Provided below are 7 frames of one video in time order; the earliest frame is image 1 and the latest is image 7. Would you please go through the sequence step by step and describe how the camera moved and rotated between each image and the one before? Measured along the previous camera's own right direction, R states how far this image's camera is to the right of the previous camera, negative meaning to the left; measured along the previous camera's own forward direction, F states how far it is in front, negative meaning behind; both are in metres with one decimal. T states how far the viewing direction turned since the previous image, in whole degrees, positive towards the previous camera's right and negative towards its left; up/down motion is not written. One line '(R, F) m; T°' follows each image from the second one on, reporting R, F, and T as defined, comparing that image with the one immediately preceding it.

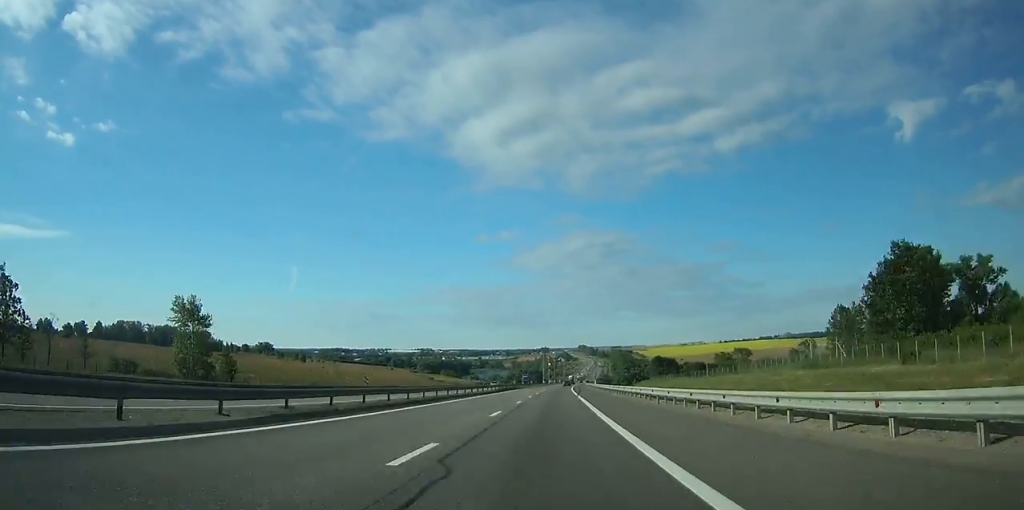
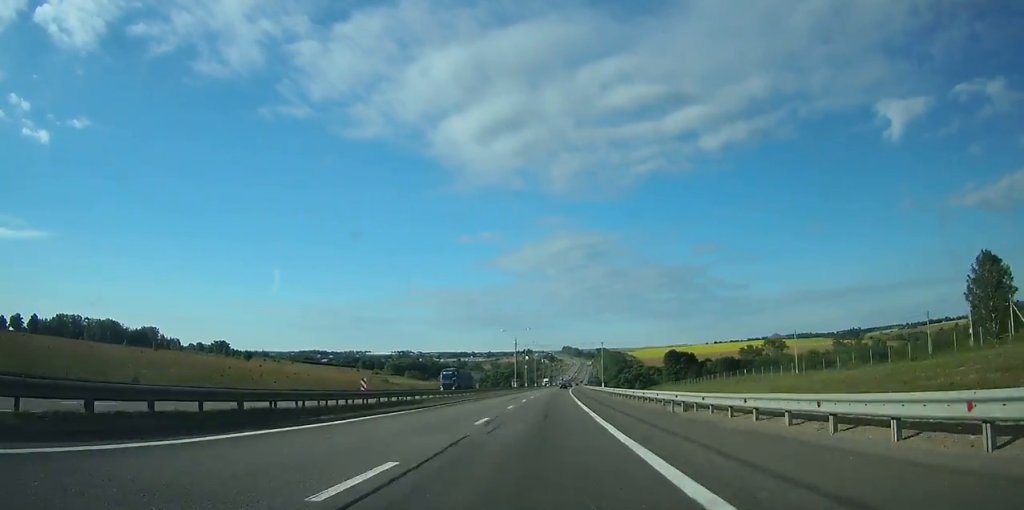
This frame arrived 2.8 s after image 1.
(+1.3, +76.4) m; +2°
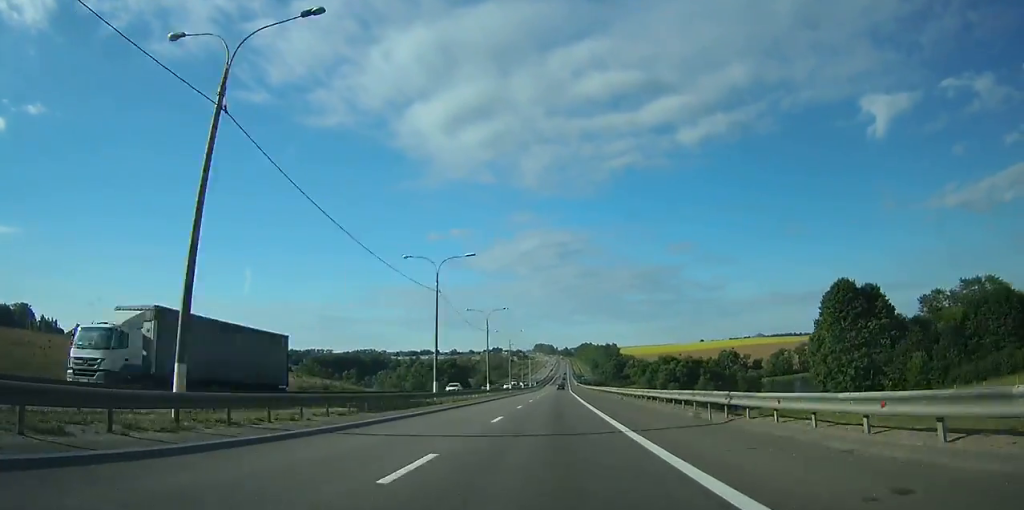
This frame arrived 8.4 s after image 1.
(+4.1, +154.3) m; +3°
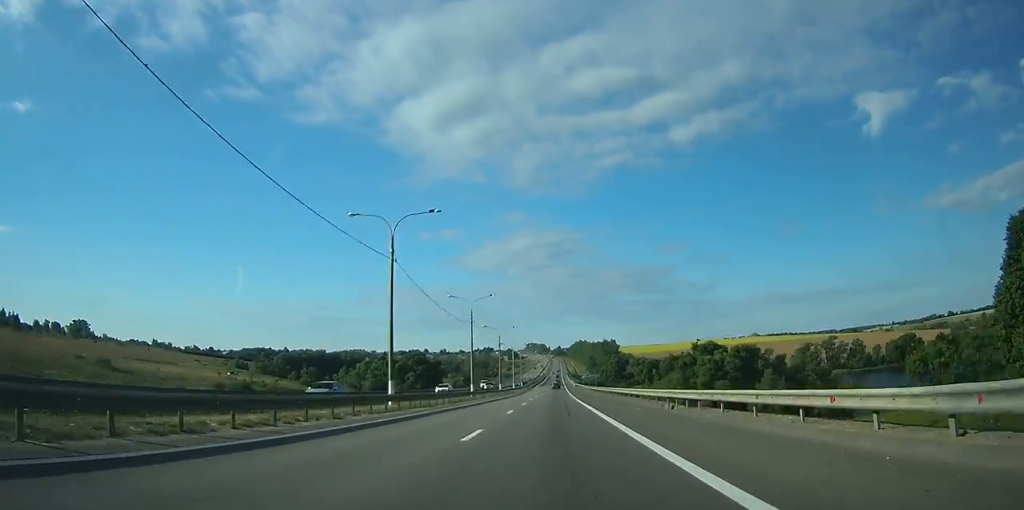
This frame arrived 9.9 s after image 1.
(+0.3, +41.0) m; 0°
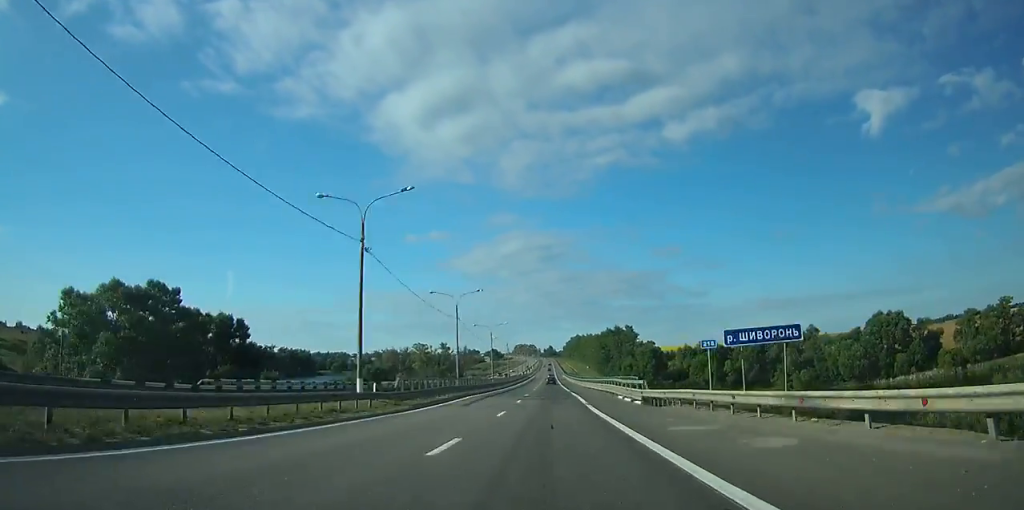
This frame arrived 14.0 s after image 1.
(+0.7, +118.9) m; 0°
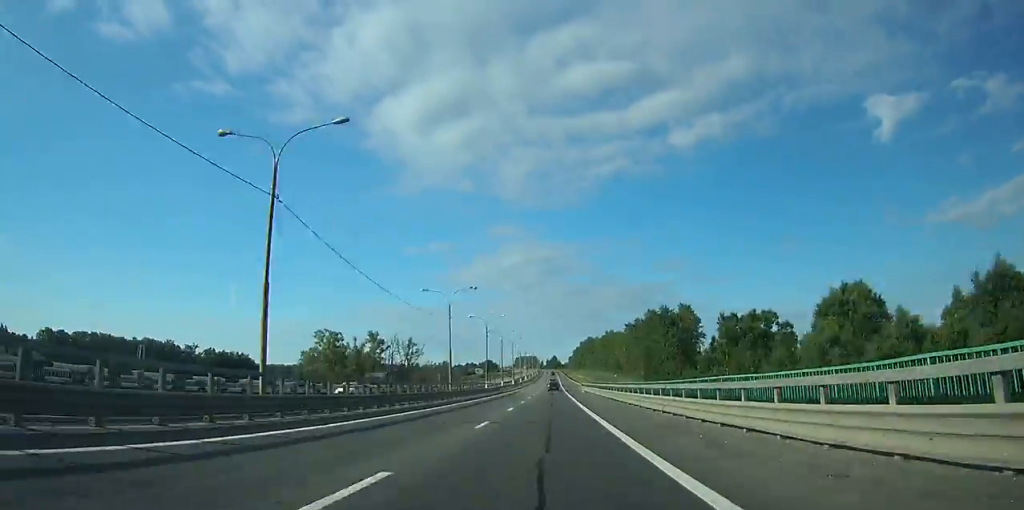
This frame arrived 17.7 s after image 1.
(+0.1, +119.2) m; 0°
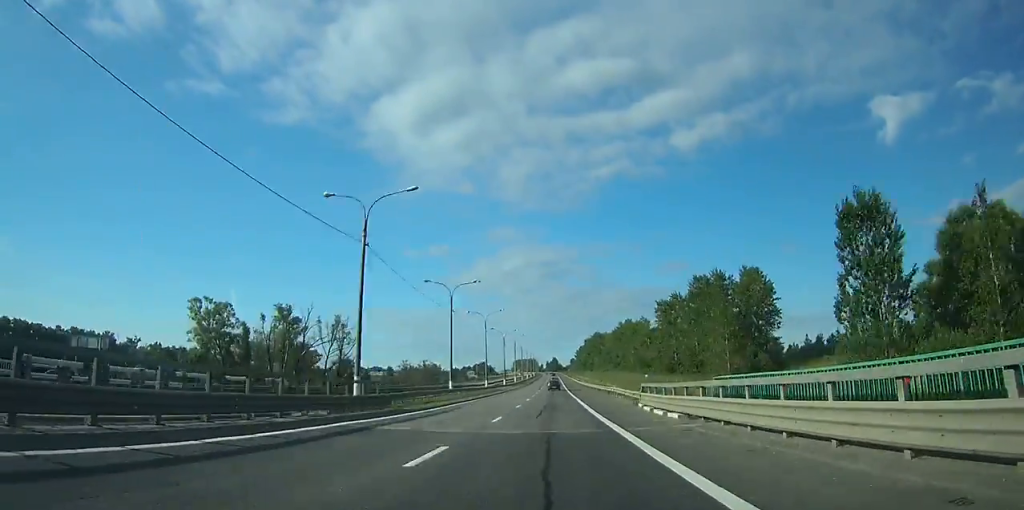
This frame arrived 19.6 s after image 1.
(-0.1, +57.9) m; 0°
